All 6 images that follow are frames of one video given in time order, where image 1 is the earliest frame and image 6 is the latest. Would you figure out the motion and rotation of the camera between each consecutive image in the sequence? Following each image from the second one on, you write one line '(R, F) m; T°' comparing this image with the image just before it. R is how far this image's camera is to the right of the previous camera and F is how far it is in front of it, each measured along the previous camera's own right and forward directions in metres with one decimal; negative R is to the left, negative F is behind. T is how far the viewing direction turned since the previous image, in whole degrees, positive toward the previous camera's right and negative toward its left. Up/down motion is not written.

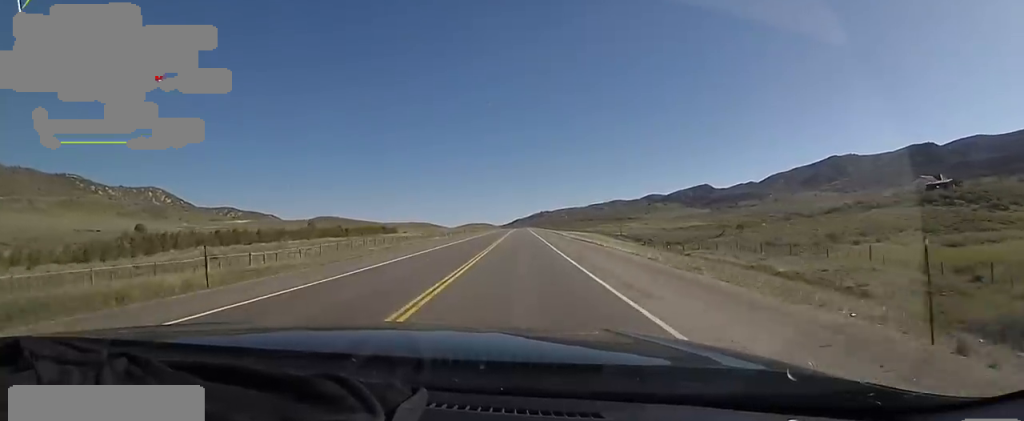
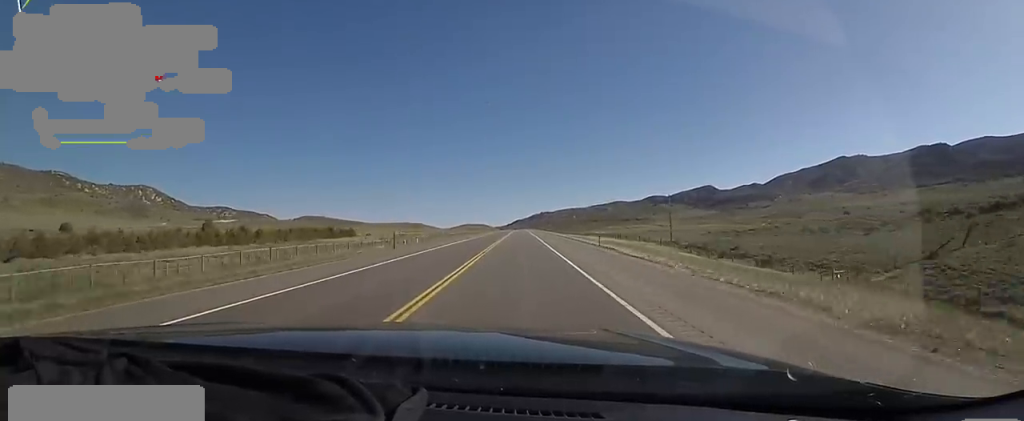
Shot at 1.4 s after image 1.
(+1.3, +43.9) m; +1°
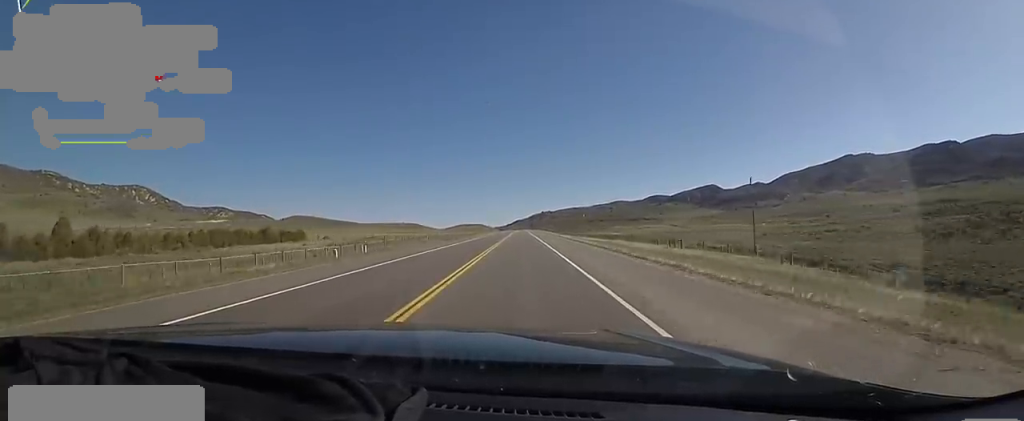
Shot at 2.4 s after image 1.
(-1.1, +31.2) m; -2°
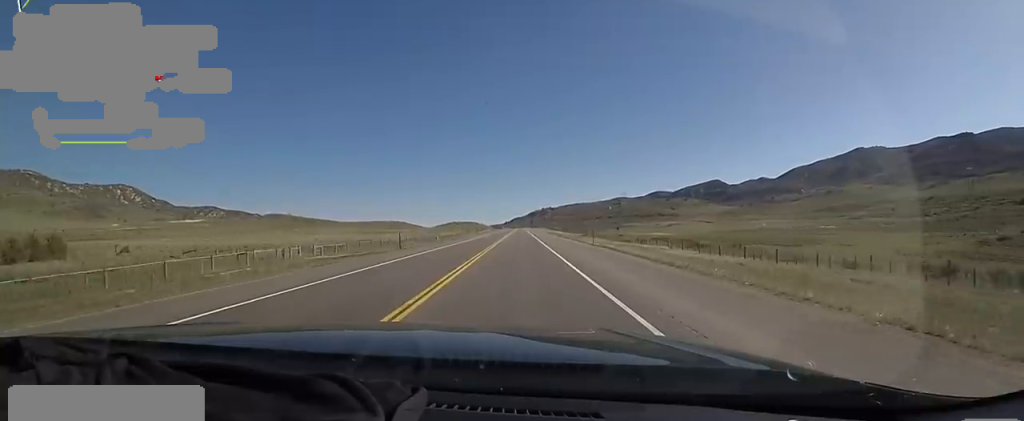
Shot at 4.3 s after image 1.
(0.0, +58.1) m; +2°
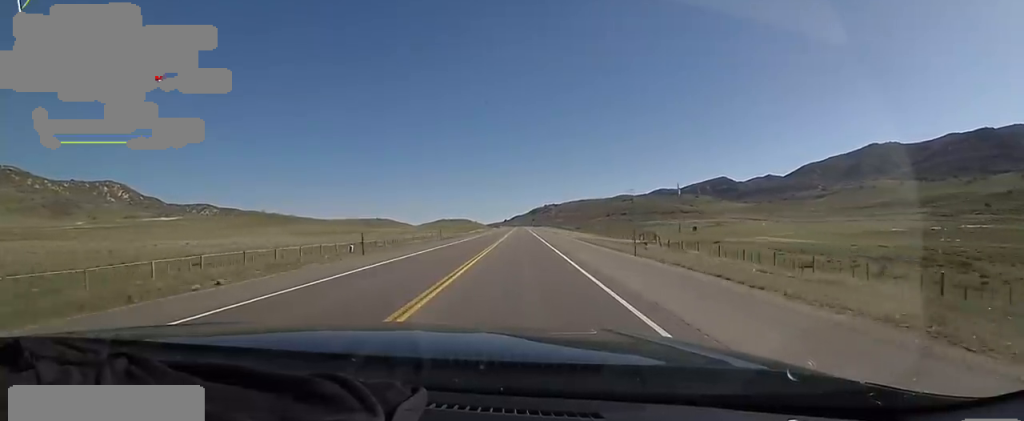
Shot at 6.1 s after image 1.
(+0.4, +56.9) m; 0°
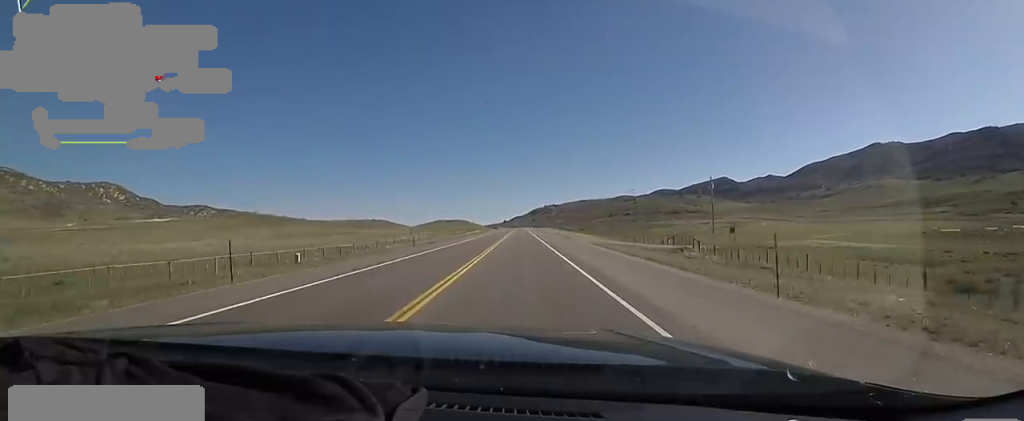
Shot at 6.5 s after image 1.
(-0.1, +13.5) m; 0°
